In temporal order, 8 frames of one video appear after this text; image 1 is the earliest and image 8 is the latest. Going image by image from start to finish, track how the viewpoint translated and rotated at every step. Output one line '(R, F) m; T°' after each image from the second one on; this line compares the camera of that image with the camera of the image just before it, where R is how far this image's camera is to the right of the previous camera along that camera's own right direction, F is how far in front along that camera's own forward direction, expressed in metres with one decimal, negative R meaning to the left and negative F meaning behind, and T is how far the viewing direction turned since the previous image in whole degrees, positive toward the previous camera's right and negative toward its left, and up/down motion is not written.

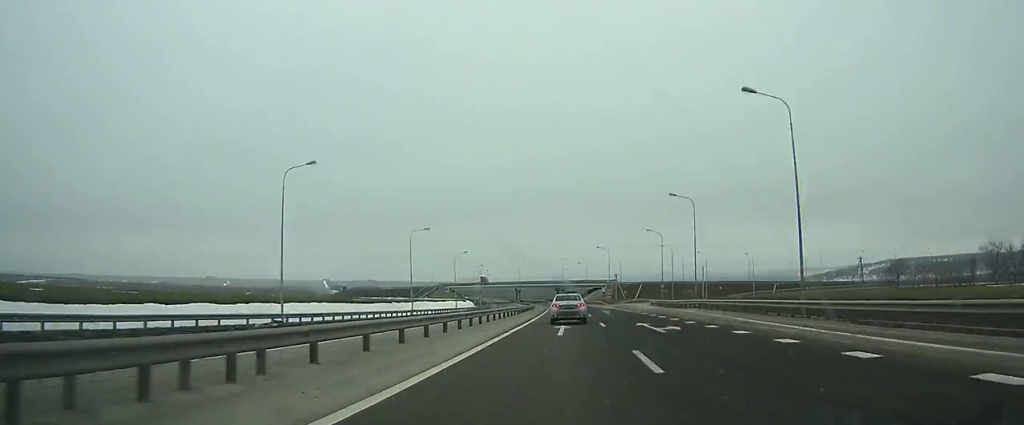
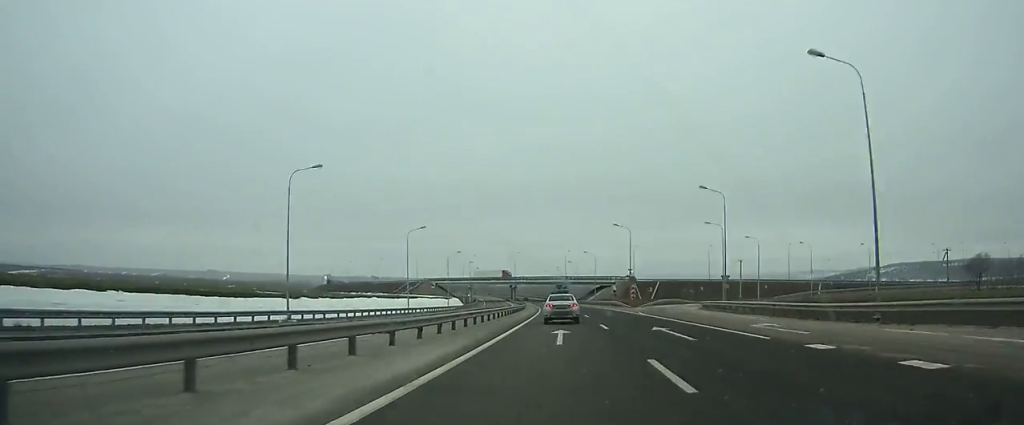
(+0.4, +34.4) m; -1°
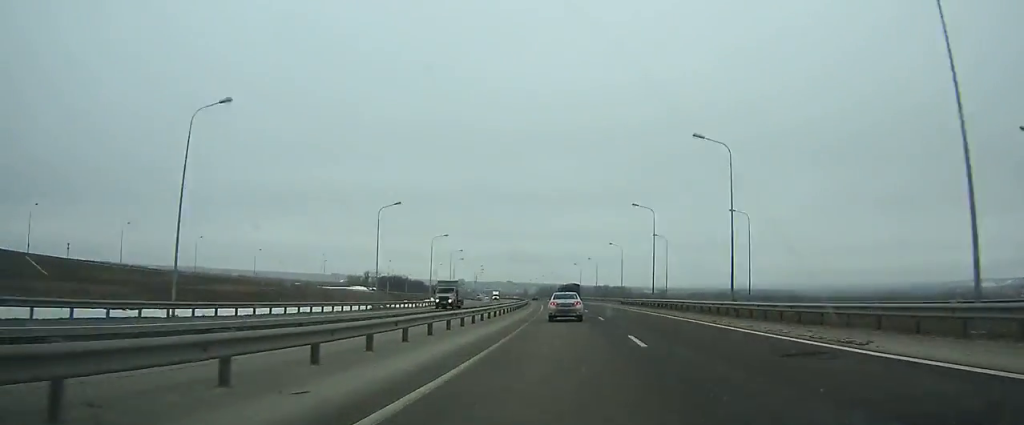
(-37.5, +323.7) m; -14°
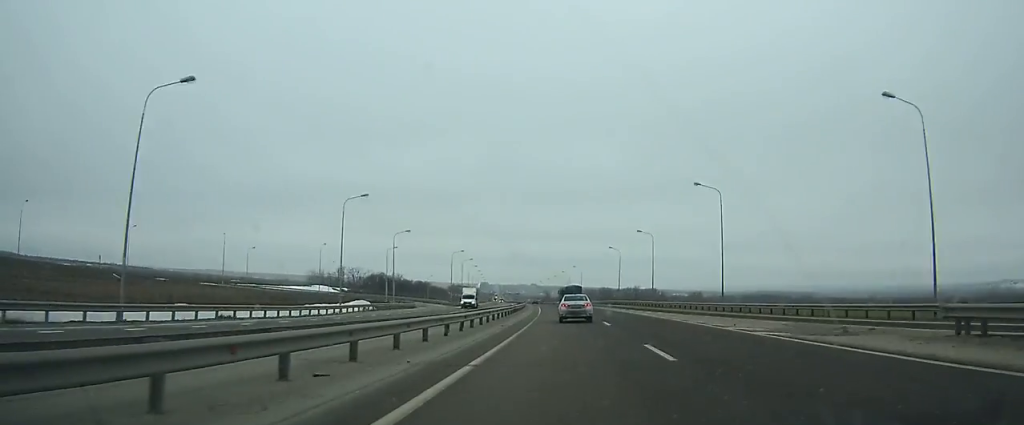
(-1.8, +68.7) m; -3°
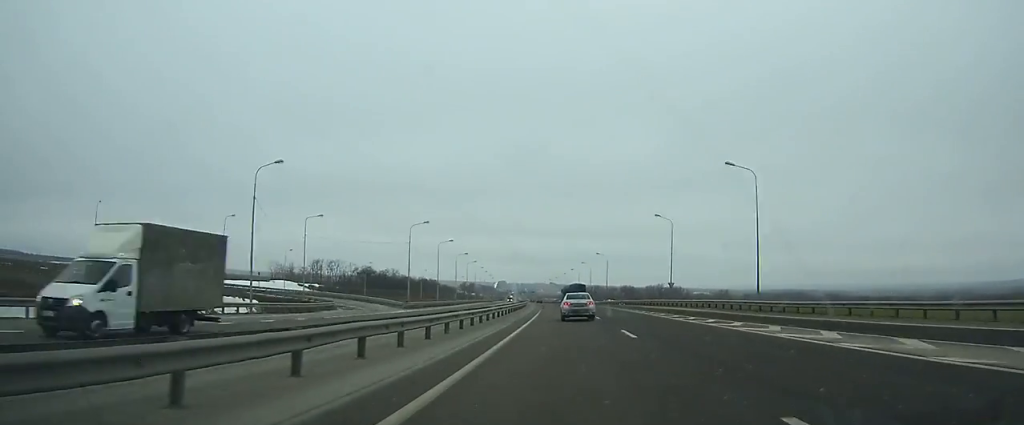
(+0.2, +41.9) m; -2°
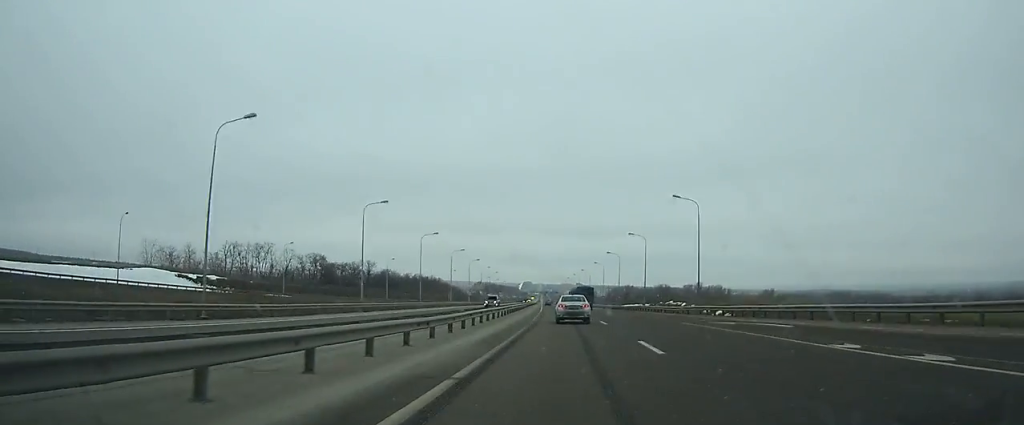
(-2.5, +69.1) m; -2°
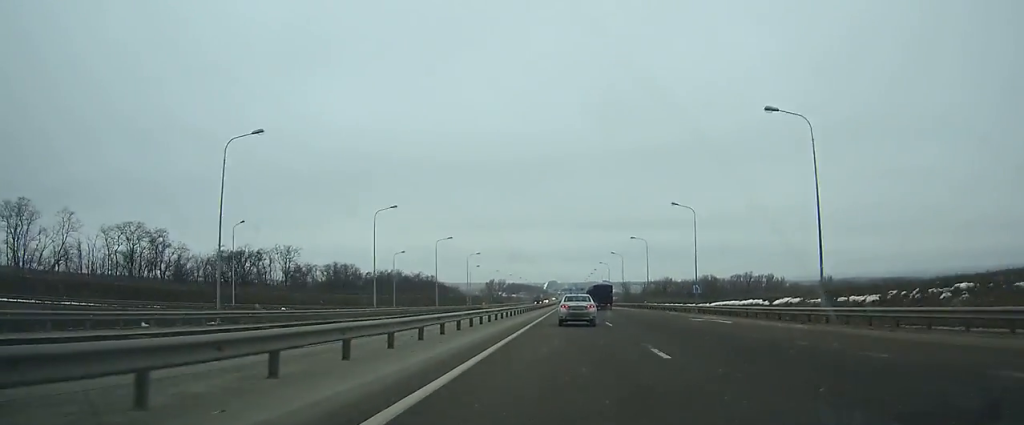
(-1.6, +80.9) m; -1°
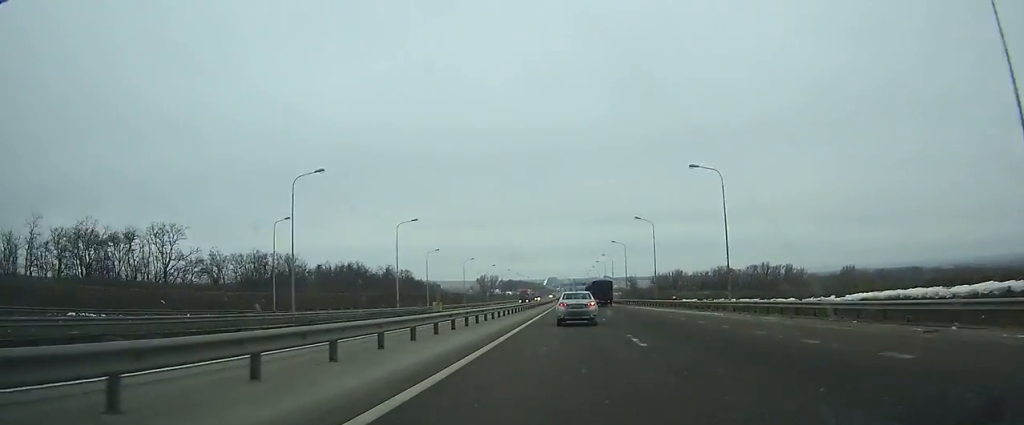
(-0.3, +44.7) m; 0°
